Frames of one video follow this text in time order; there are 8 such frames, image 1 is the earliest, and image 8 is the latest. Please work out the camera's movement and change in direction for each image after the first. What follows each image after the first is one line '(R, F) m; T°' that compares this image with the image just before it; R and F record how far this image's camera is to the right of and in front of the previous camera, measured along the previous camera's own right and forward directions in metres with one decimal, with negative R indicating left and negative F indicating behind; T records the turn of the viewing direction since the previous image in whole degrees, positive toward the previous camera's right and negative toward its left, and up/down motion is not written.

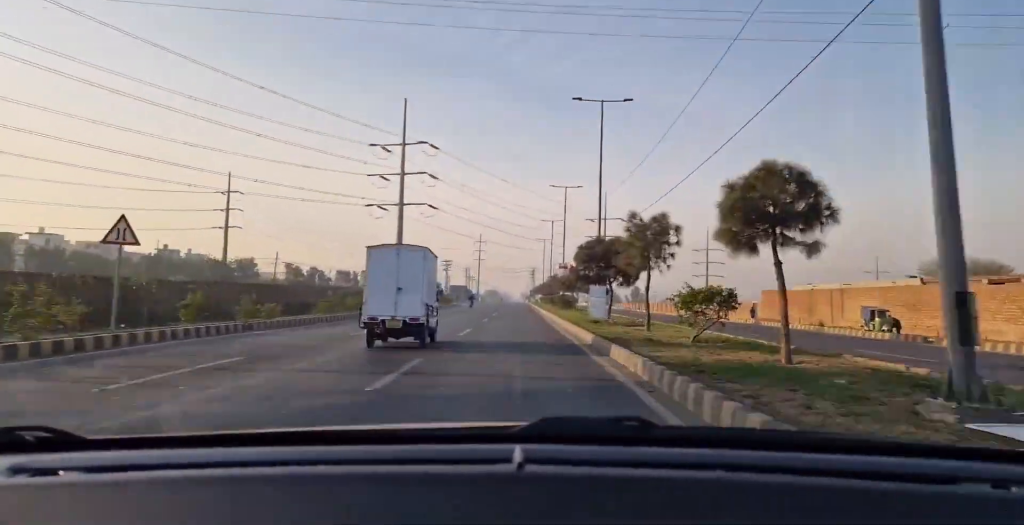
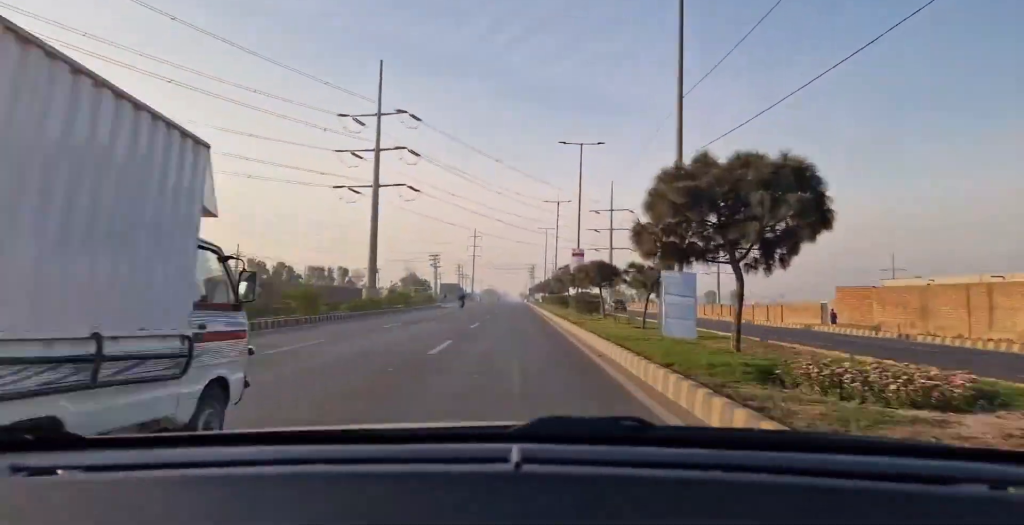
(0.0, +18.8) m; 0°
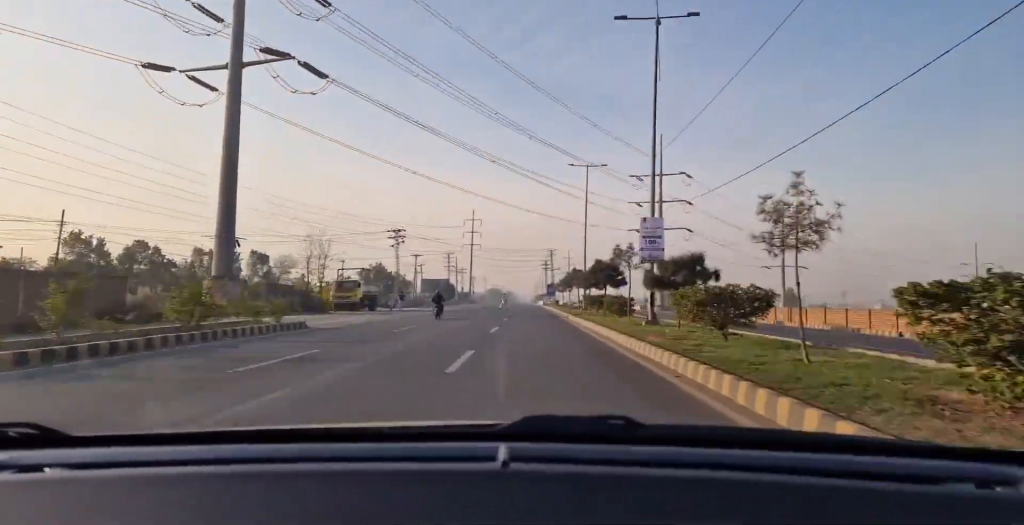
(-0.1, +51.8) m; -1°
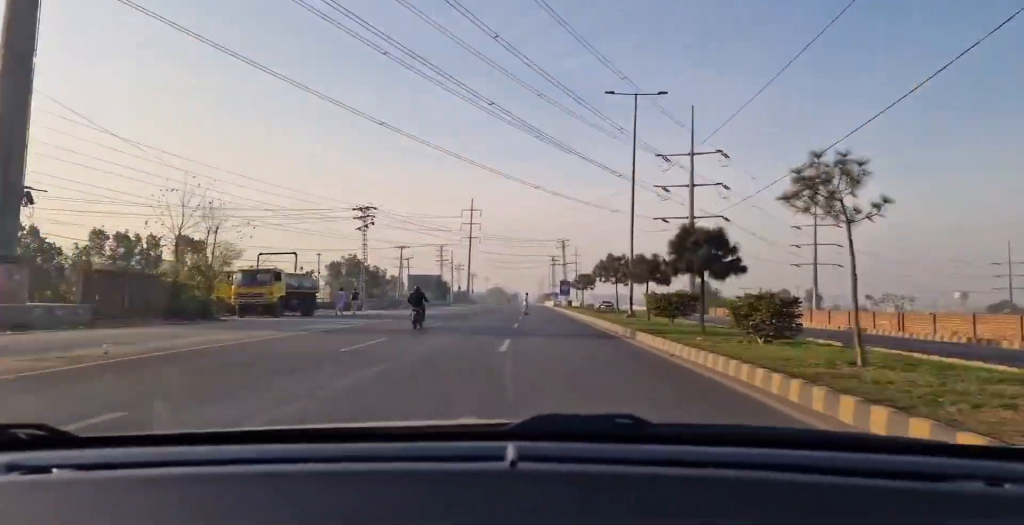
(-0.2, +19.2) m; 0°
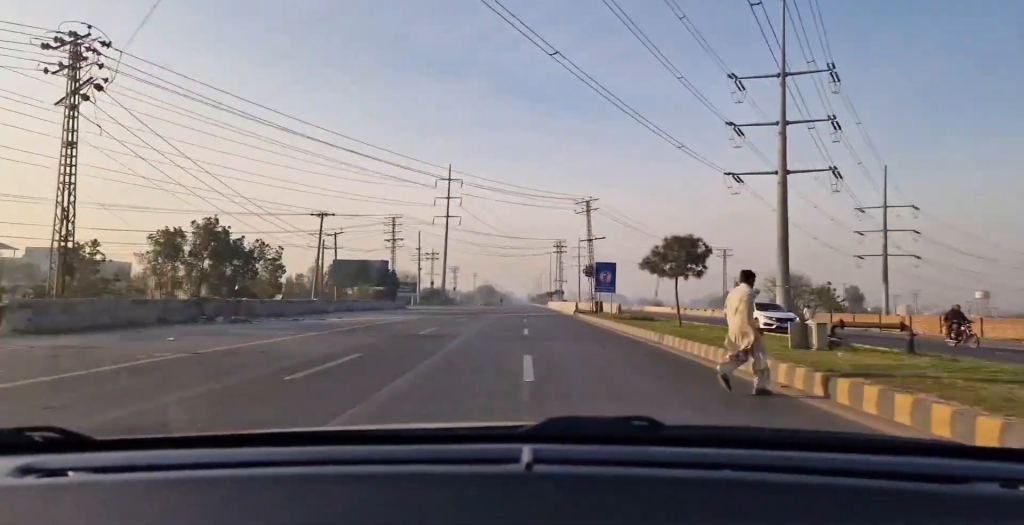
(0.0, +42.5) m; +1°
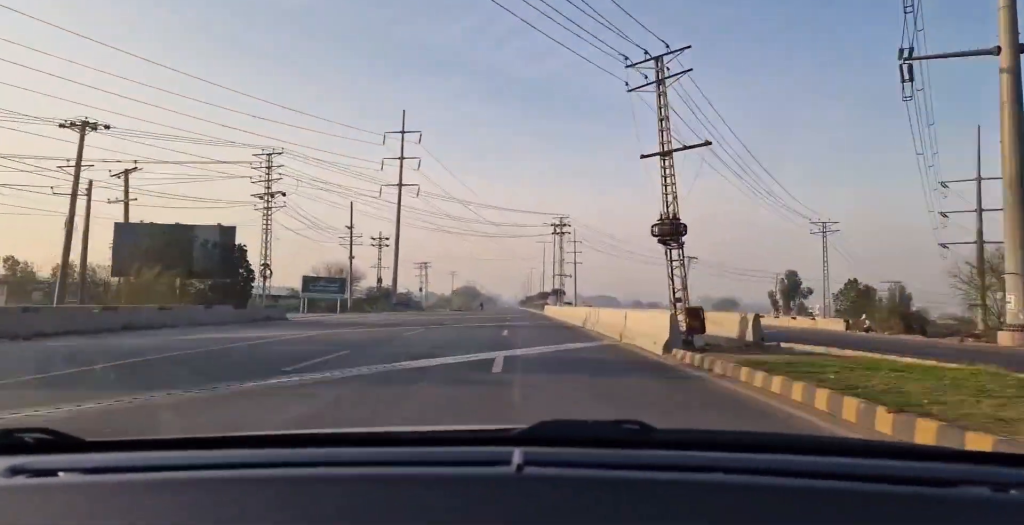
(+0.4, +35.0) m; +1°
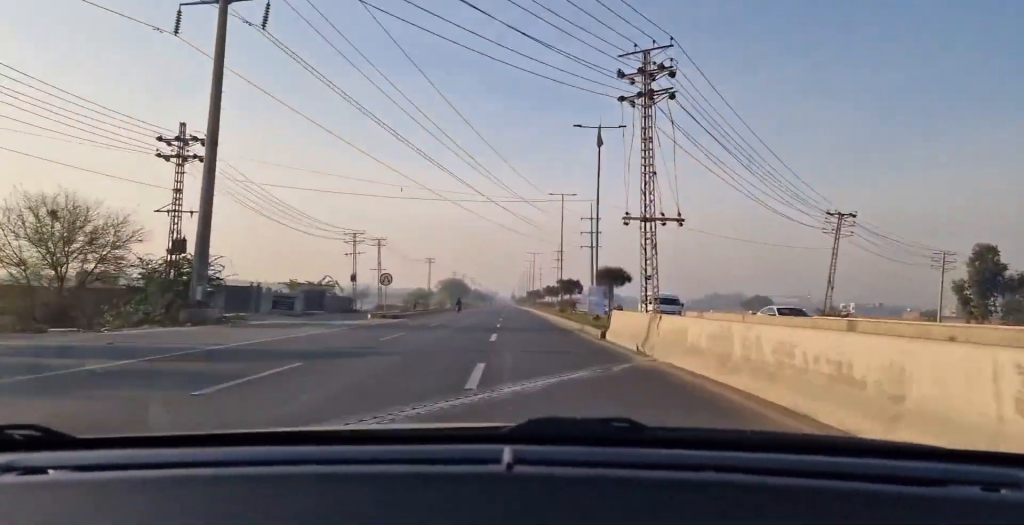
(+0.3, +50.9) m; 0°
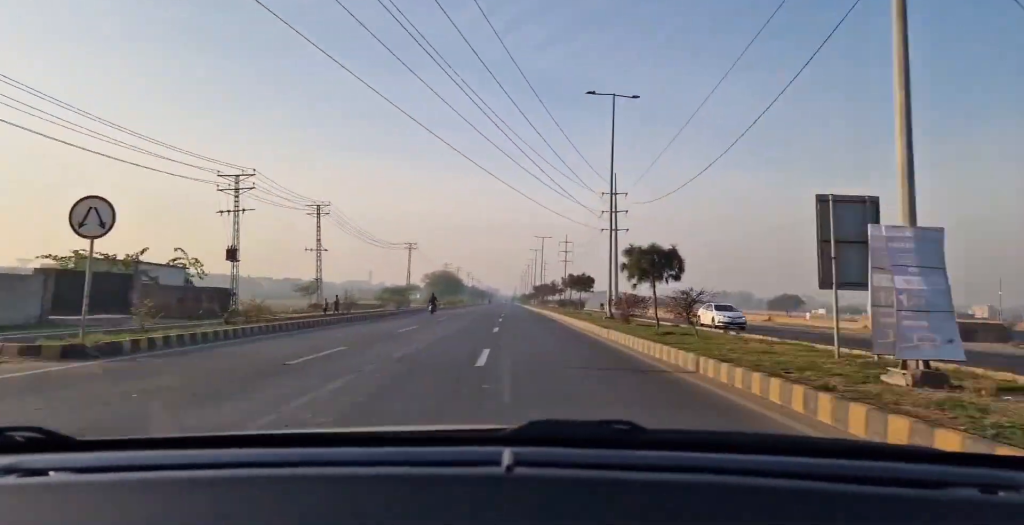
(0.0, +32.8) m; 0°
